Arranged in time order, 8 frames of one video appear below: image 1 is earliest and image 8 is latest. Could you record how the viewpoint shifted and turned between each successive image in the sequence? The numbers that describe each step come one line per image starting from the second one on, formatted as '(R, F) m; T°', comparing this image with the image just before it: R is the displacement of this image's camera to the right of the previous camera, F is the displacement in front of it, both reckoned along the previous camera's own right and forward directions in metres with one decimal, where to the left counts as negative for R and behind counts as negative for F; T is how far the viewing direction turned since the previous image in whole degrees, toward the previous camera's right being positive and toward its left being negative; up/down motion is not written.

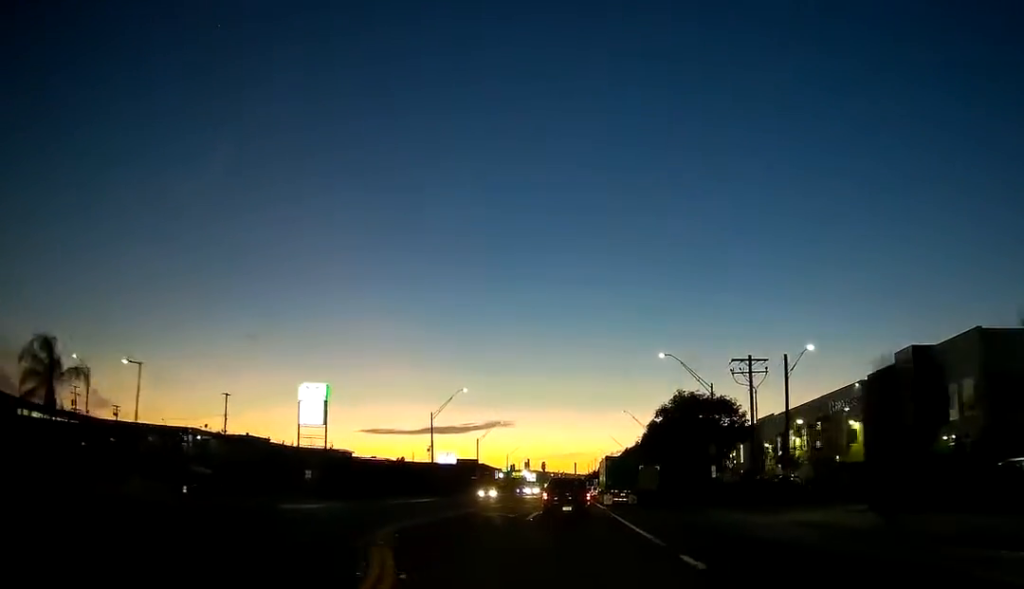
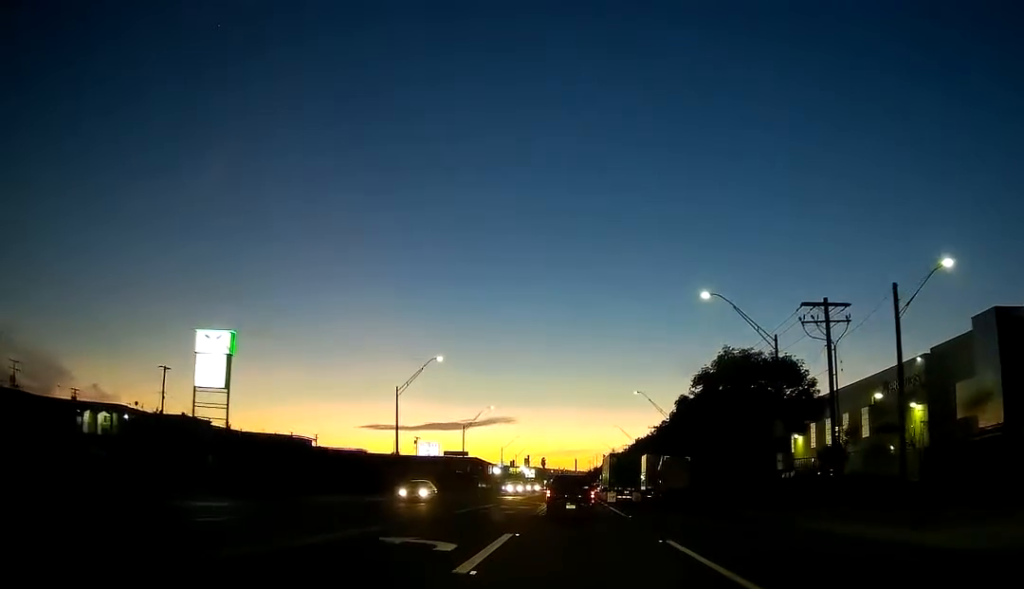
(-0.2, +18.7) m; -1°
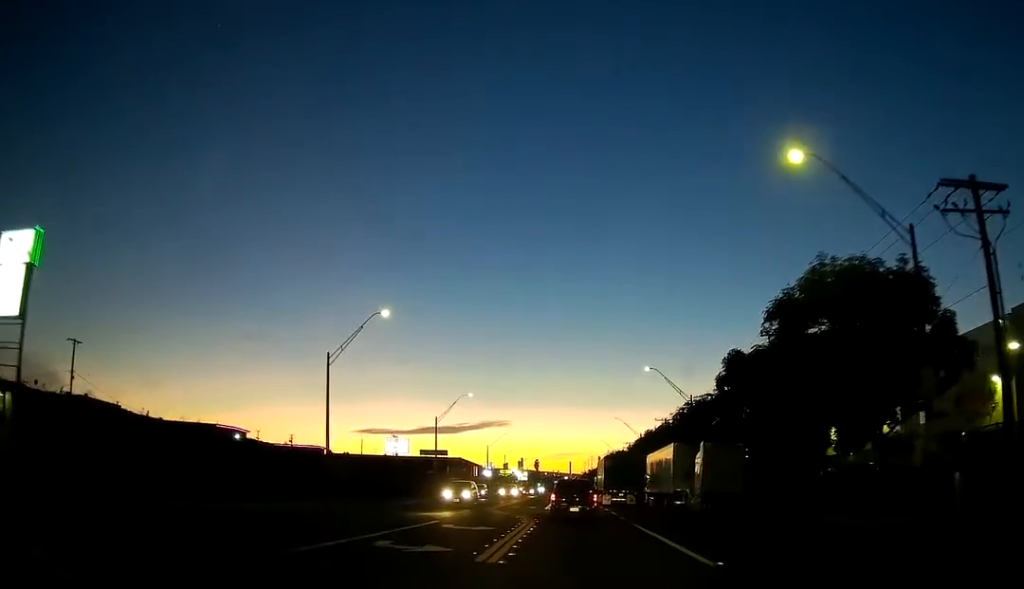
(0.0, +19.7) m; 0°
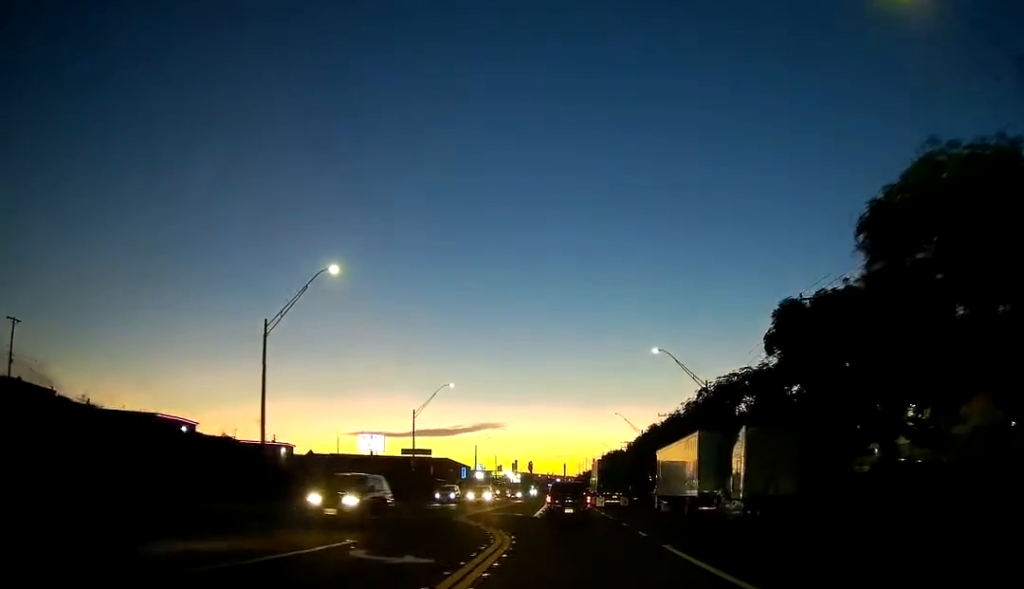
(0.0, +9.9) m; 0°
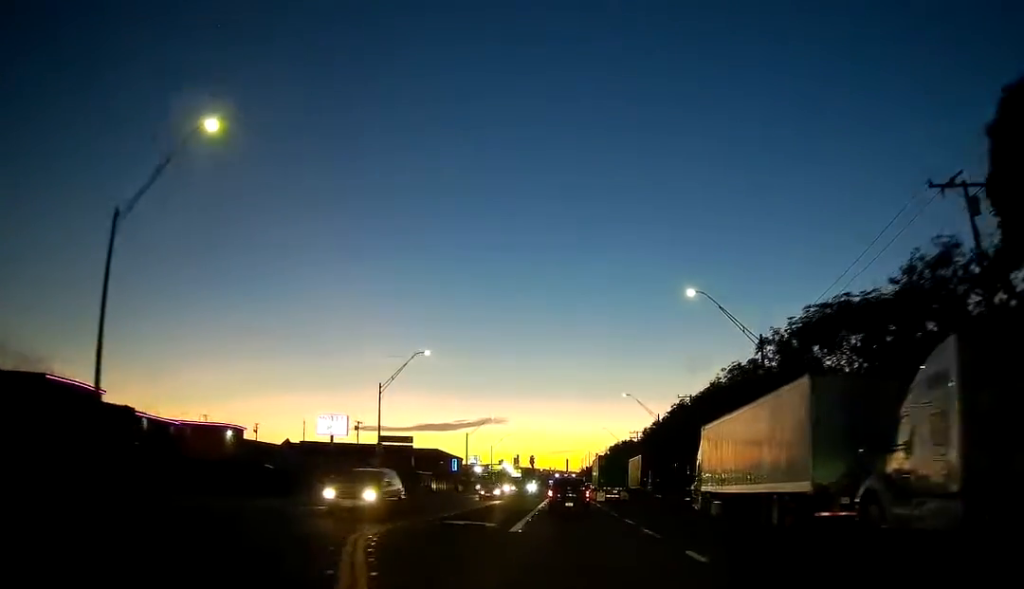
(+0.1, +15.7) m; +1°
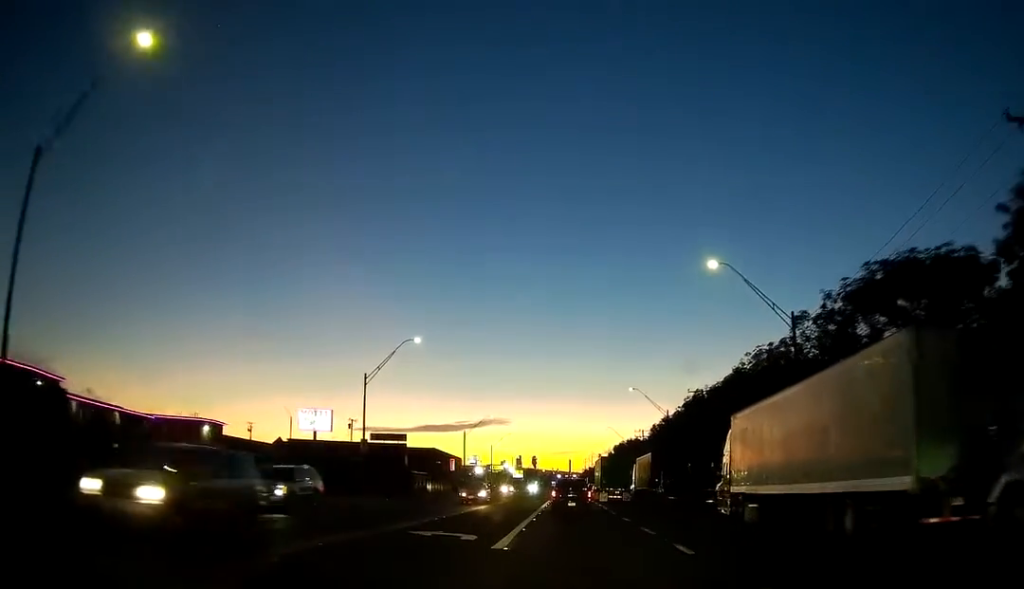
(+0.1, +6.0) m; 0°
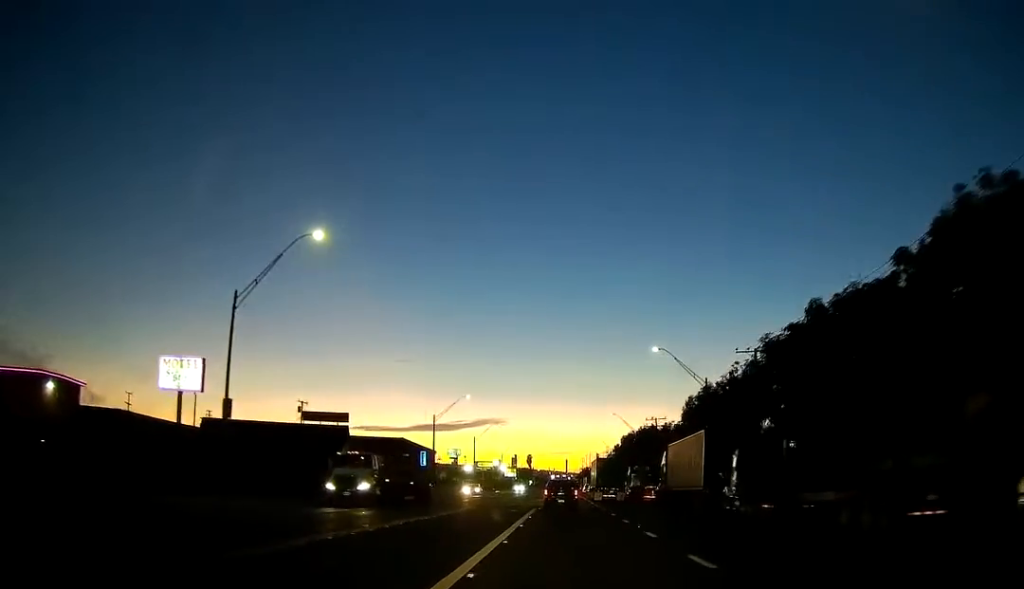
(0.0, +24.0) m; 0°
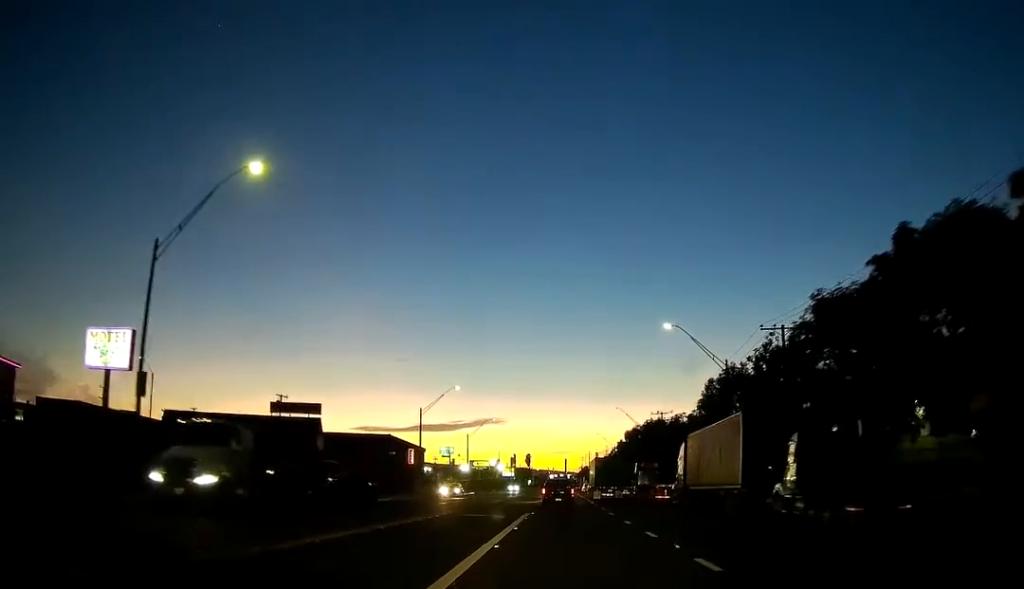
(0.0, +8.0) m; 0°
